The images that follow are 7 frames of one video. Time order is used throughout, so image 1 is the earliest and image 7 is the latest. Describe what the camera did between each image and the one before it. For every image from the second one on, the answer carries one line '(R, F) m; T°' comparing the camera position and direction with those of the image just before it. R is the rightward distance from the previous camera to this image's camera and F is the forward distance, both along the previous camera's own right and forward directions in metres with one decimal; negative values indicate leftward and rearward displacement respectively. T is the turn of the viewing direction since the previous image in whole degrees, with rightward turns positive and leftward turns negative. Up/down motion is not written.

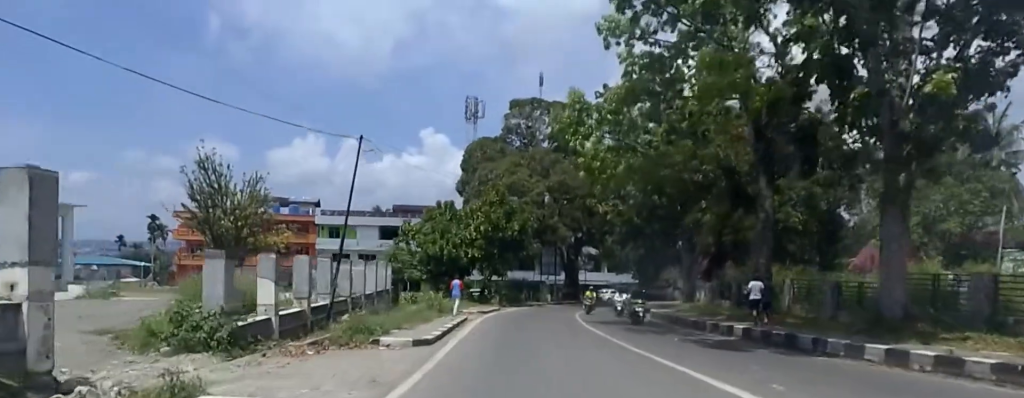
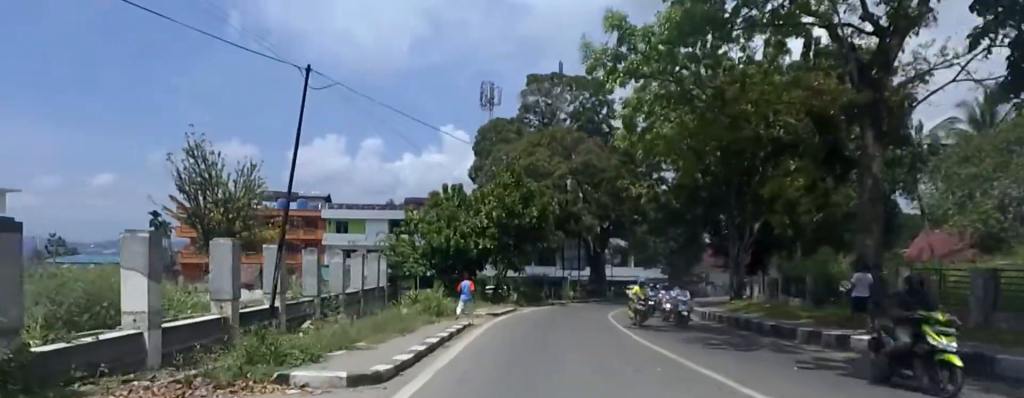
(-0.3, +4.1) m; -3°
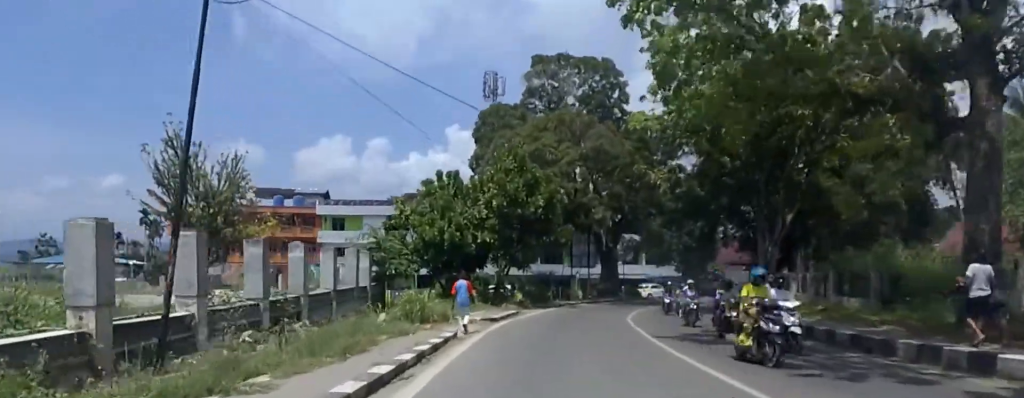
(0.0, +2.9) m; +2°
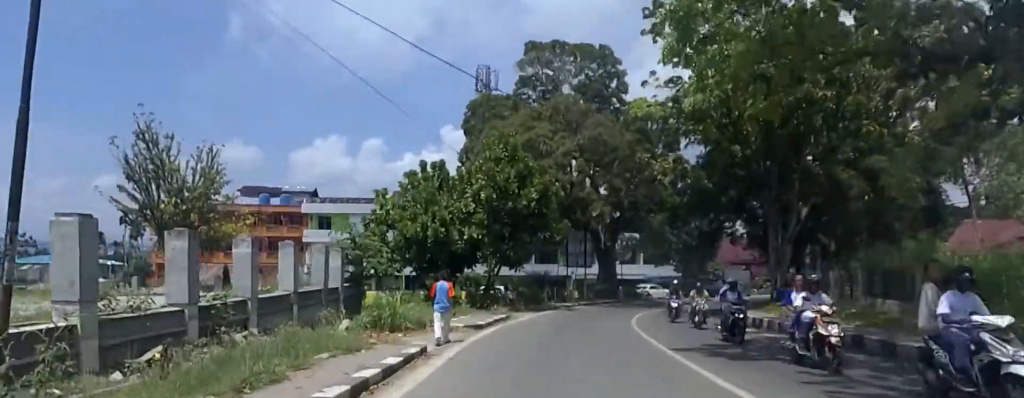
(+0.1, +1.9) m; +2°
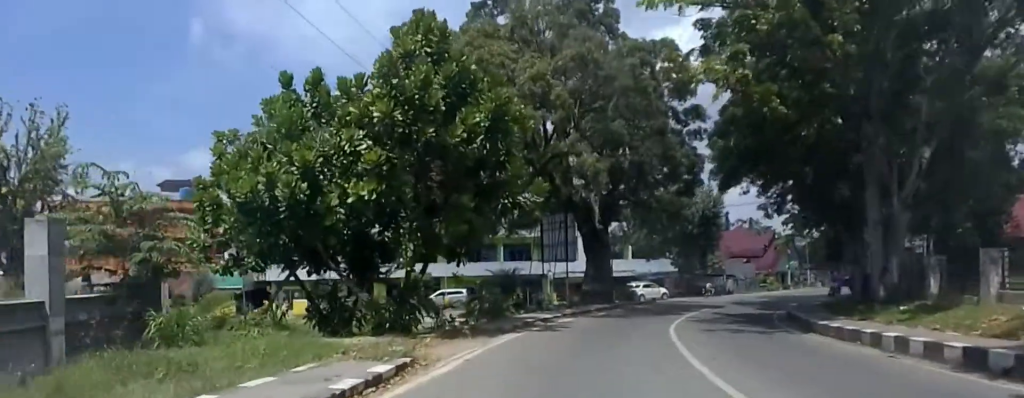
(+0.8, +11.3) m; +8°
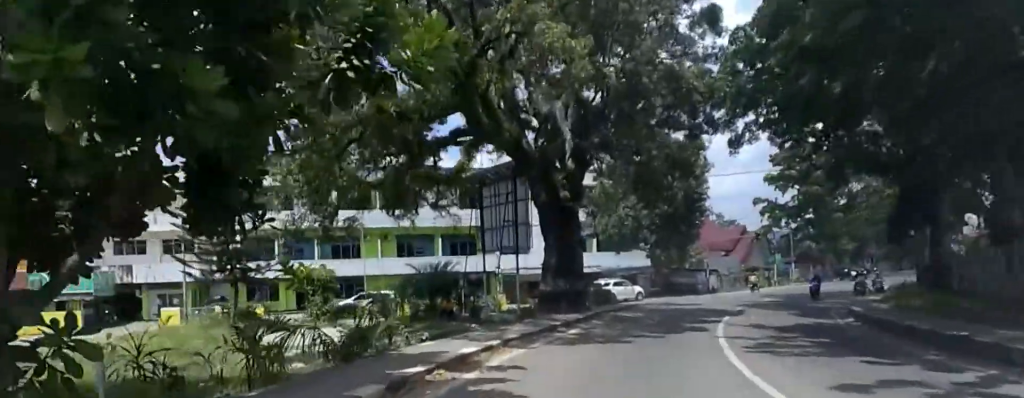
(+1.9, +12.2) m; +12°
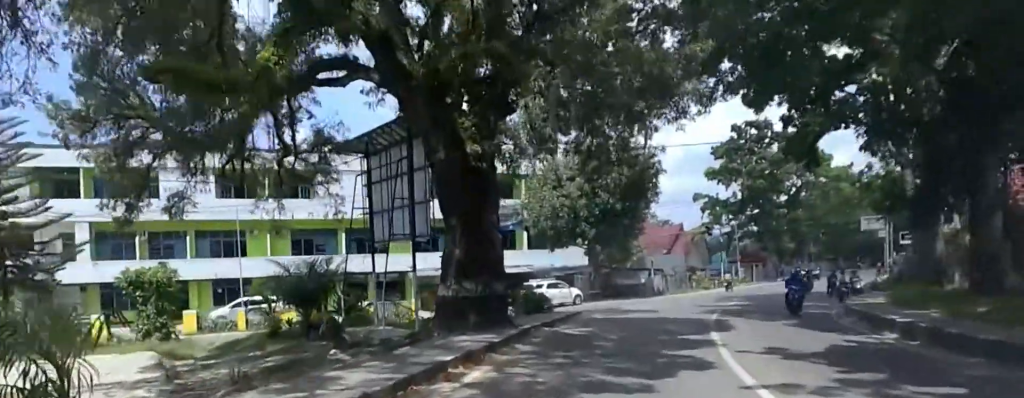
(-0.8, +5.8) m; -8°
